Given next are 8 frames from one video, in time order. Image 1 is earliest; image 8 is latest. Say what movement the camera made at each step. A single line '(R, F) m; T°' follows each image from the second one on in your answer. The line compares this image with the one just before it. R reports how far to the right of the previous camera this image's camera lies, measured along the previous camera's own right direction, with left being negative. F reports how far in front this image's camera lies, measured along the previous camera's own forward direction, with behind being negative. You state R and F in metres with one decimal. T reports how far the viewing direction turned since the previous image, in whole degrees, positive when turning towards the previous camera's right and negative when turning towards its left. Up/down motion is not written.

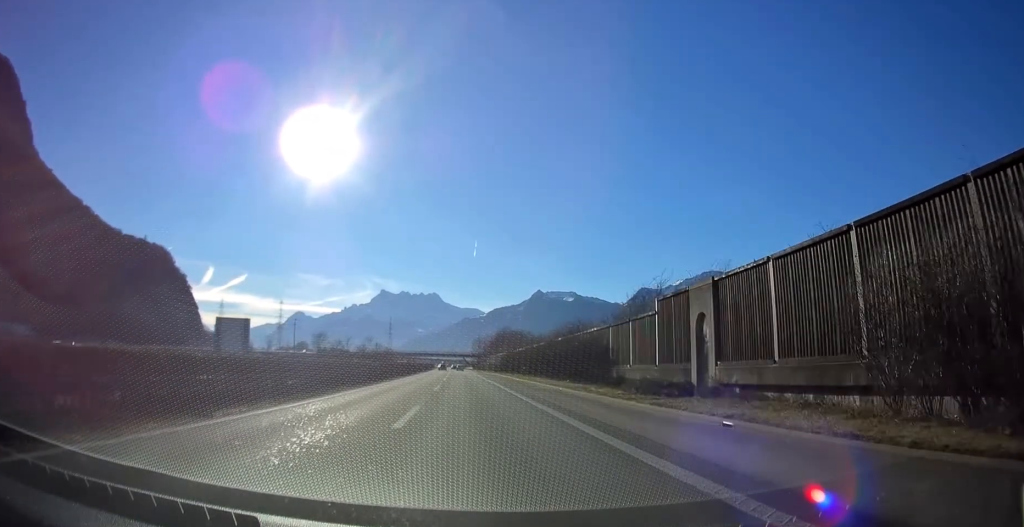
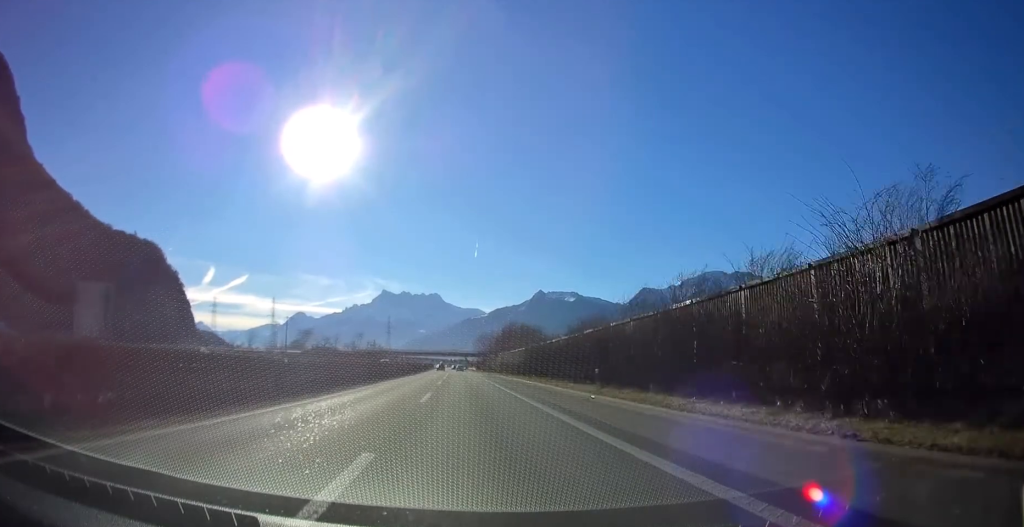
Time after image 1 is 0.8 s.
(-0.1, +28.1) m; 0°
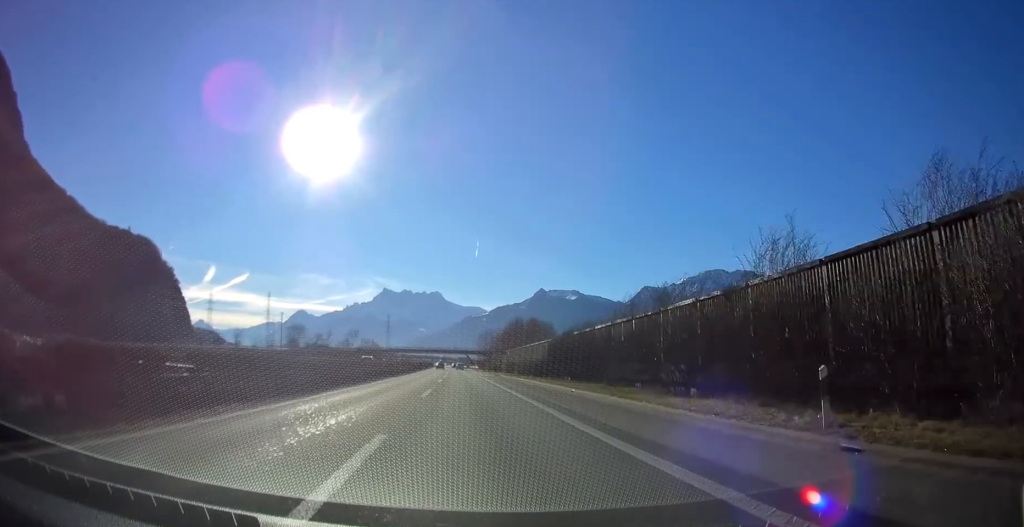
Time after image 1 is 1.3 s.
(0.0, +15.8) m; 0°
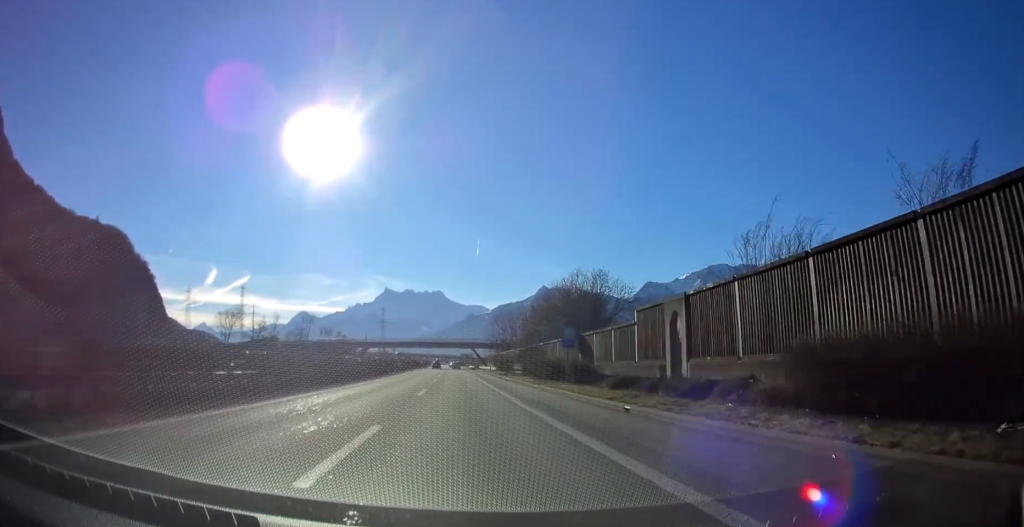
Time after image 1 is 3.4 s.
(-0.2, +70.9) m; 0°
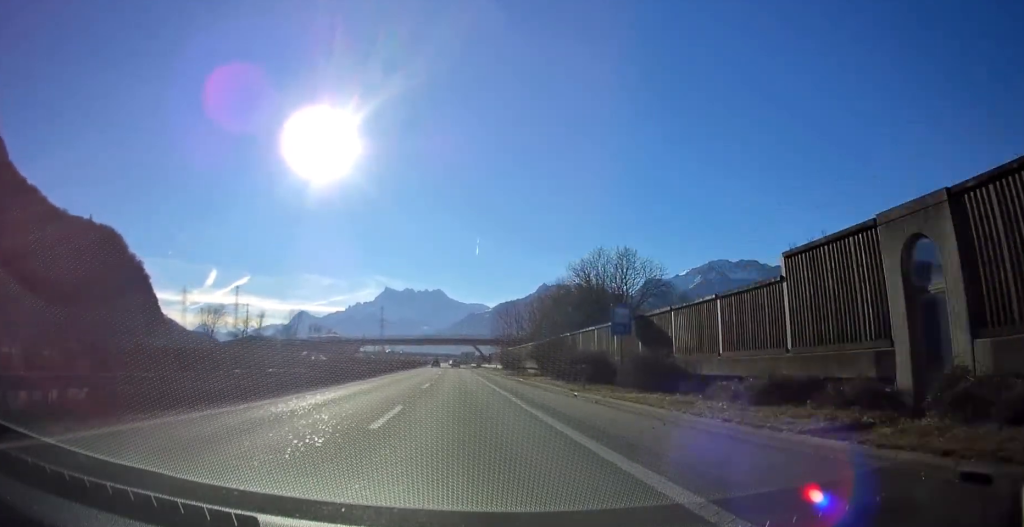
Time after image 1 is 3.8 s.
(0.0, +13.5) m; 0°
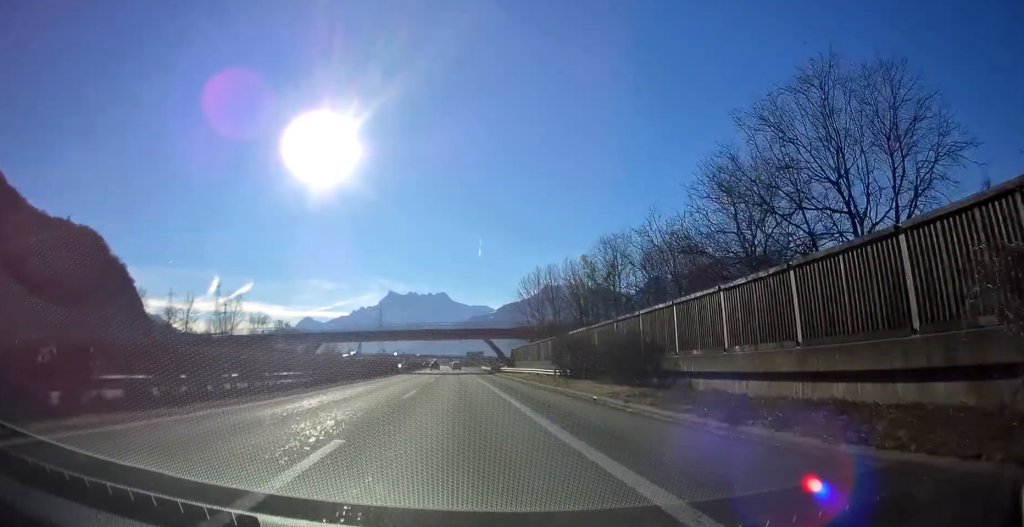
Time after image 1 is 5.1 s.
(-0.1, +43.9) m; 0°
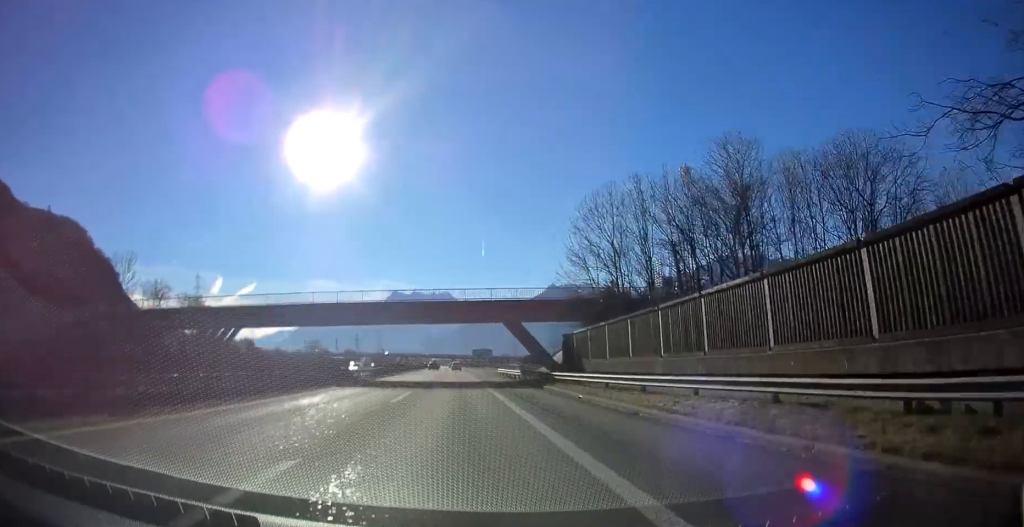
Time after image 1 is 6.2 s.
(-0.1, +38.3) m; -1°
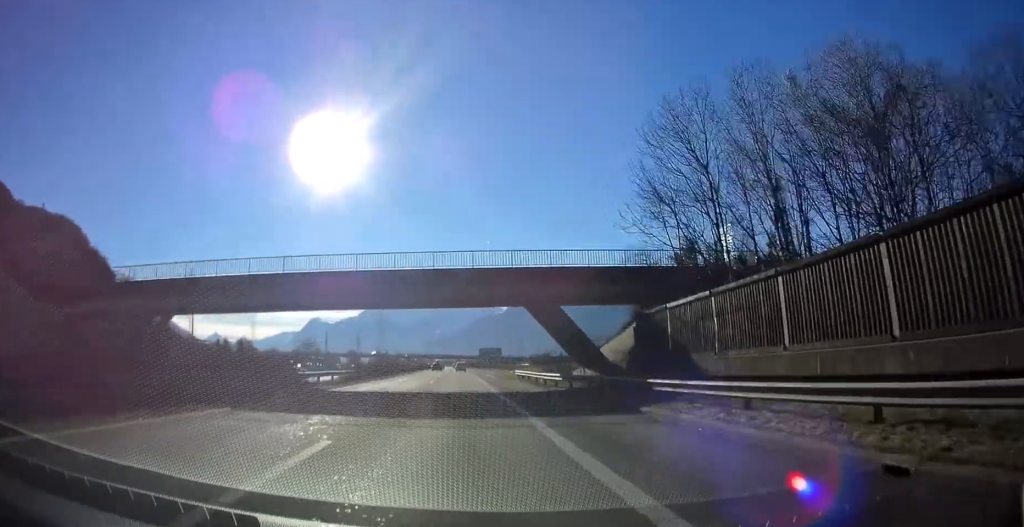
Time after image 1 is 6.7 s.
(0.0, +15.8) m; 0°
